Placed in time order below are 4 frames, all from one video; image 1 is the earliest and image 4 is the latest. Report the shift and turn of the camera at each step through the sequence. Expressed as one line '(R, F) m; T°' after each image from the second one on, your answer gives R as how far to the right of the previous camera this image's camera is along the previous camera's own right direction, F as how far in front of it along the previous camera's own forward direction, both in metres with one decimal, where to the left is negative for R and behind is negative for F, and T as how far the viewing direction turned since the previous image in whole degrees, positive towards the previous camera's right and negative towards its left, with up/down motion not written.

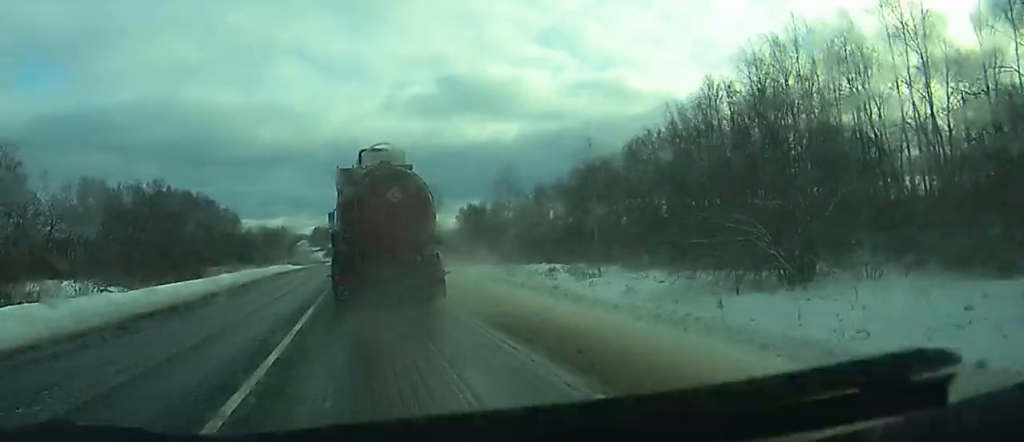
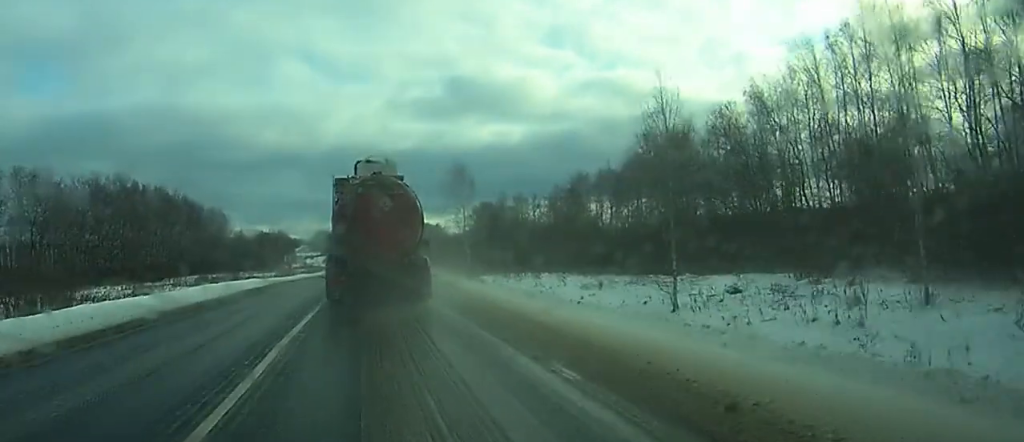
(-4.5, +39.3) m; -1°
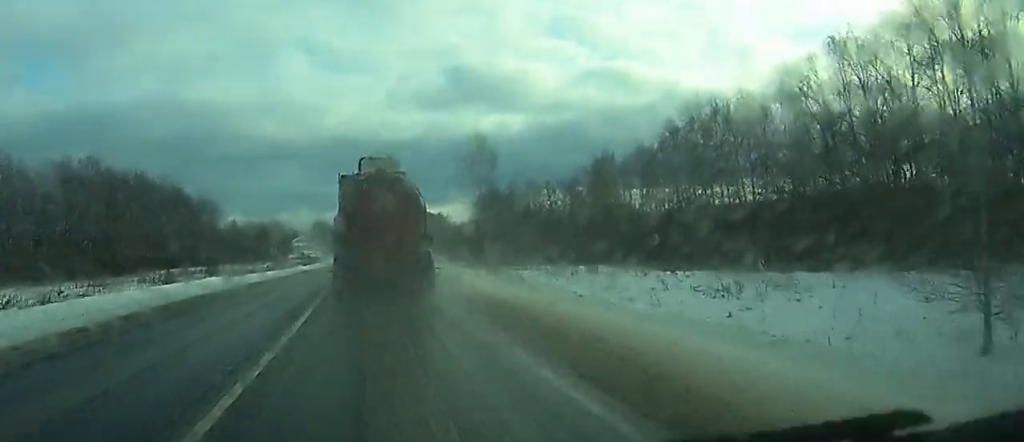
(+0.2, +19.2) m; +1°
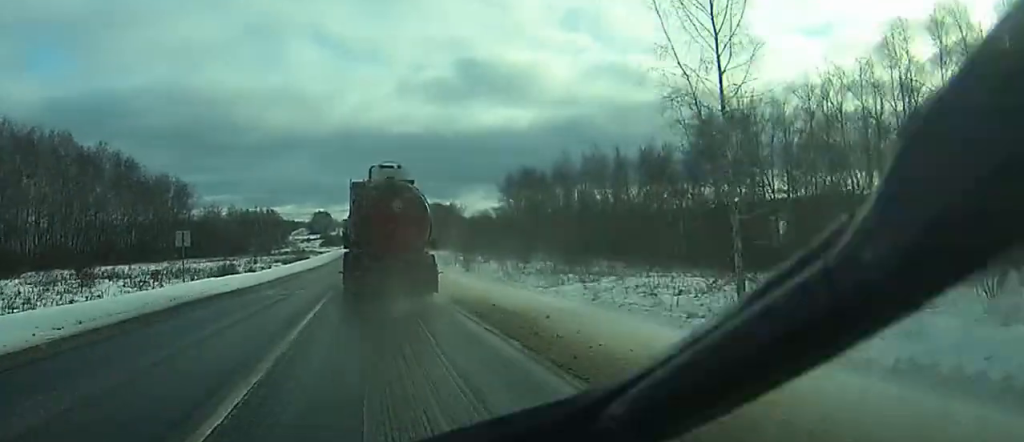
(-0.1, +54.1) m; 0°
